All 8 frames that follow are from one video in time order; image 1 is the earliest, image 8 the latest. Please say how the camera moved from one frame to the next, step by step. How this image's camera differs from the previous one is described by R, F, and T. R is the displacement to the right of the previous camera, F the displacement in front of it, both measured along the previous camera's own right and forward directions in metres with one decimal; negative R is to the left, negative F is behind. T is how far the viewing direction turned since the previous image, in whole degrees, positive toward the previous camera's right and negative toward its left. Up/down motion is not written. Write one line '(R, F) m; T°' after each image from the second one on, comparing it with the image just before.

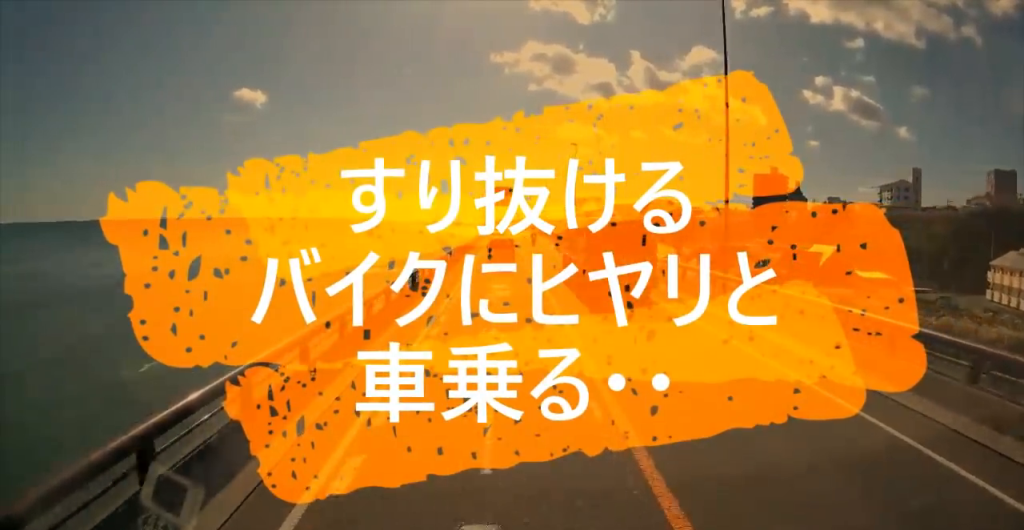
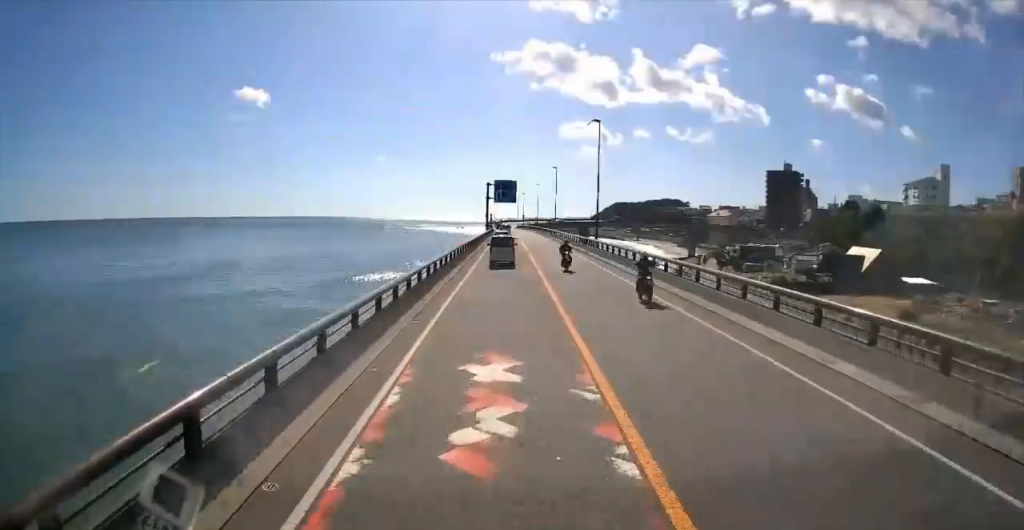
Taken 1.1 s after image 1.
(+0.2, +13.5) m; 0°
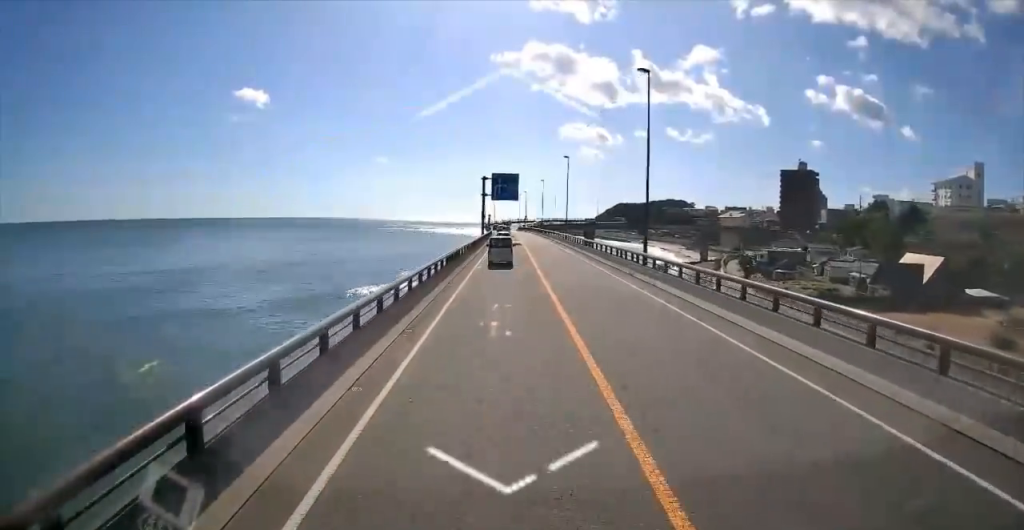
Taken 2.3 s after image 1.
(0.0, +16.2) m; 0°
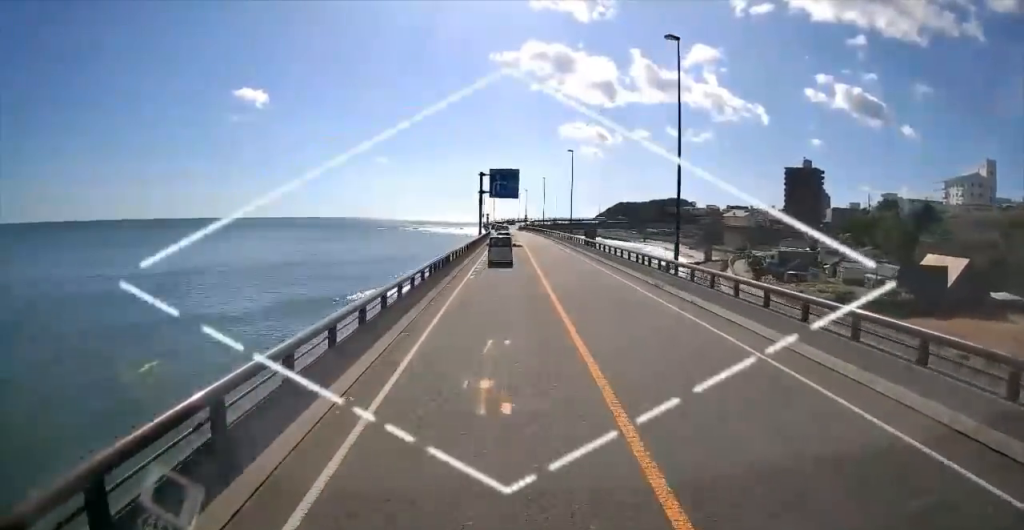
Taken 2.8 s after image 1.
(+0.2, +5.5) m; 0°
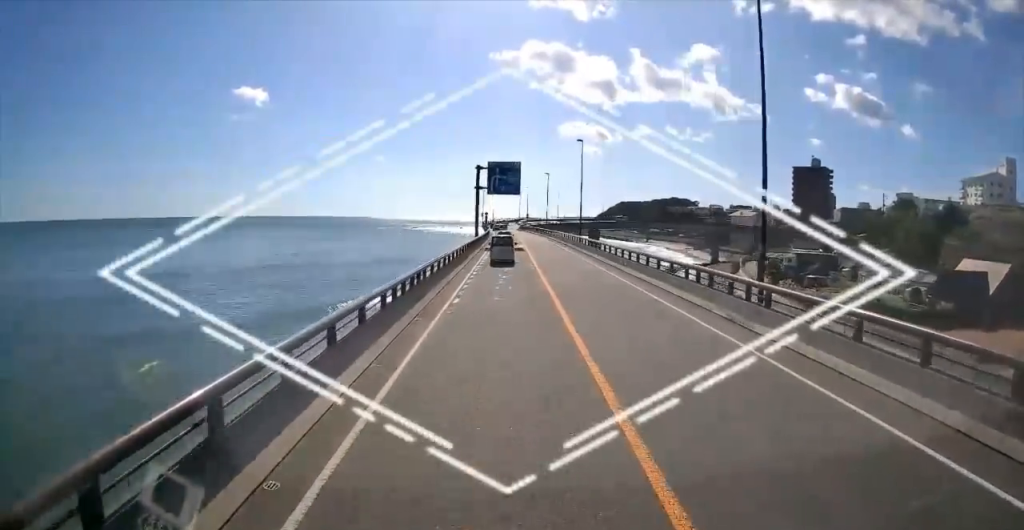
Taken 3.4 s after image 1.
(-0.5, +8.1) m; 0°
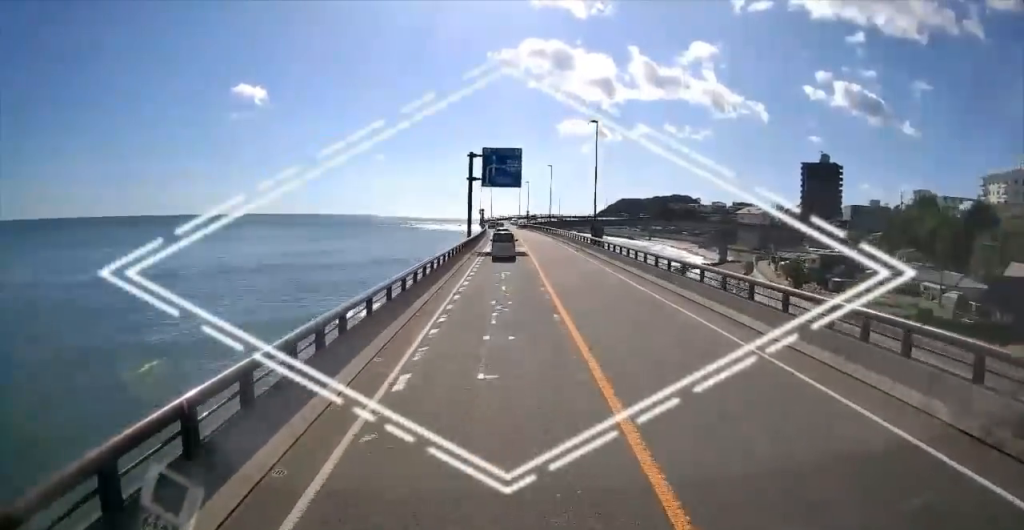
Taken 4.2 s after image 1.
(+0.2, +9.8) m; 0°
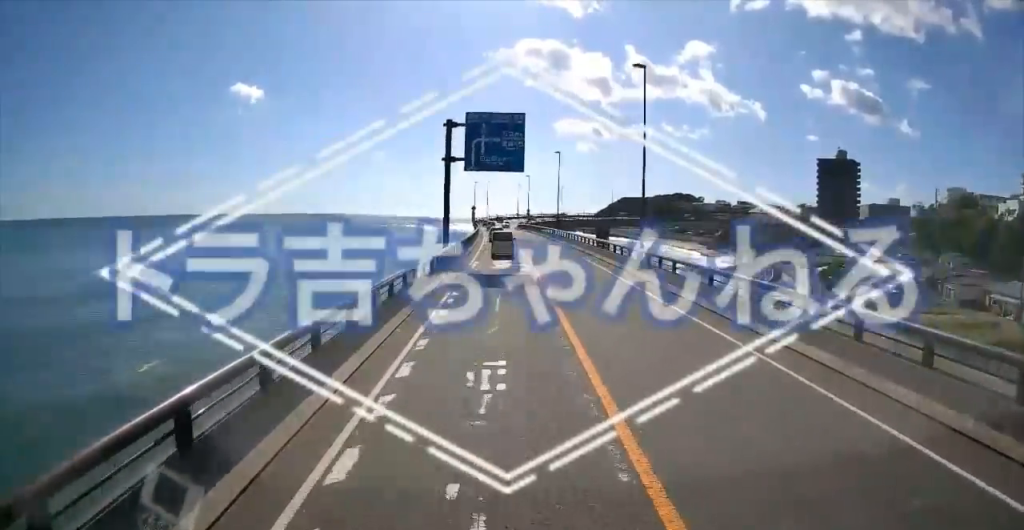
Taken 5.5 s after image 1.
(-0.2, +17.4) m; 0°
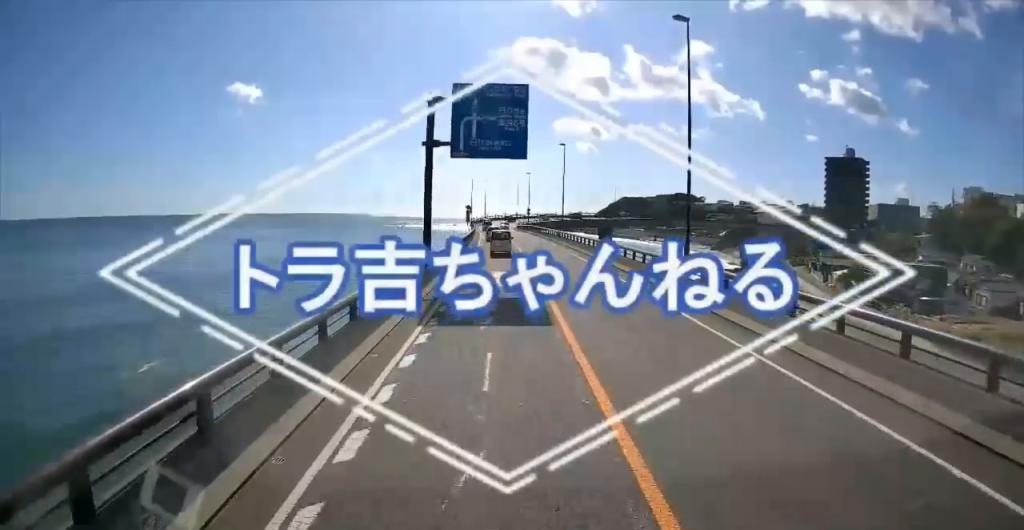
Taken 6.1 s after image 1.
(+0.3, +7.5) m; +2°
